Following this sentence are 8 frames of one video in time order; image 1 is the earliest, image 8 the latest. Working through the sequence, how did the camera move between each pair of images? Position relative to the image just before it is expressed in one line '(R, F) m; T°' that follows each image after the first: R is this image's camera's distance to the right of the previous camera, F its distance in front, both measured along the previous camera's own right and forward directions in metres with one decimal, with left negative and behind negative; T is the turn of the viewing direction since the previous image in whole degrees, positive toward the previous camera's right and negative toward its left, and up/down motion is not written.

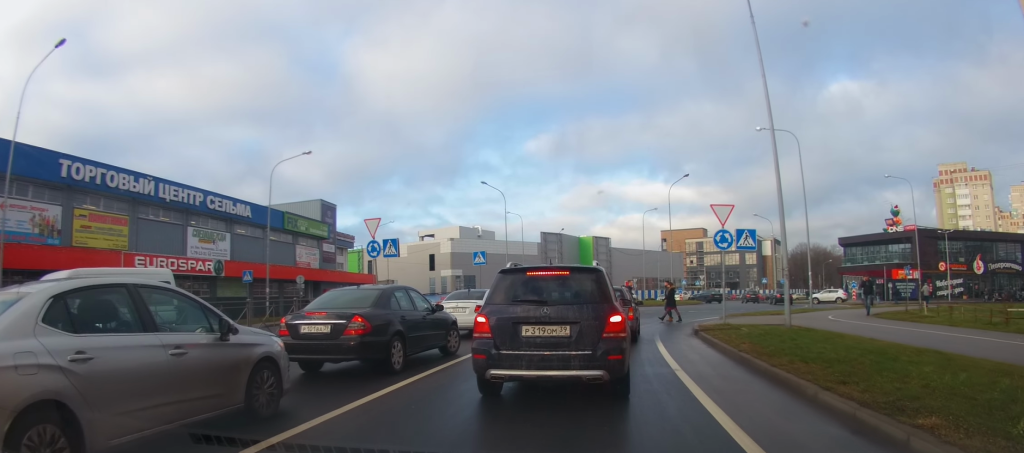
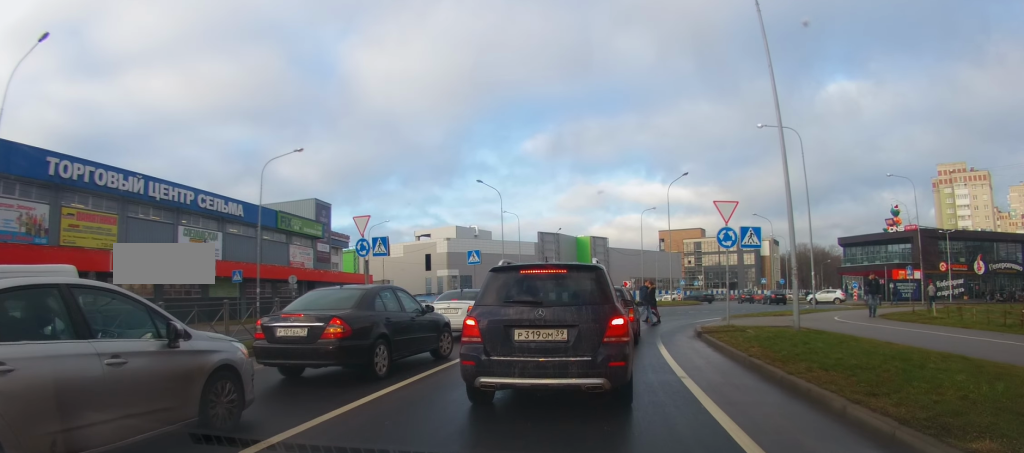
(+0.1, +1.0) m; 0°
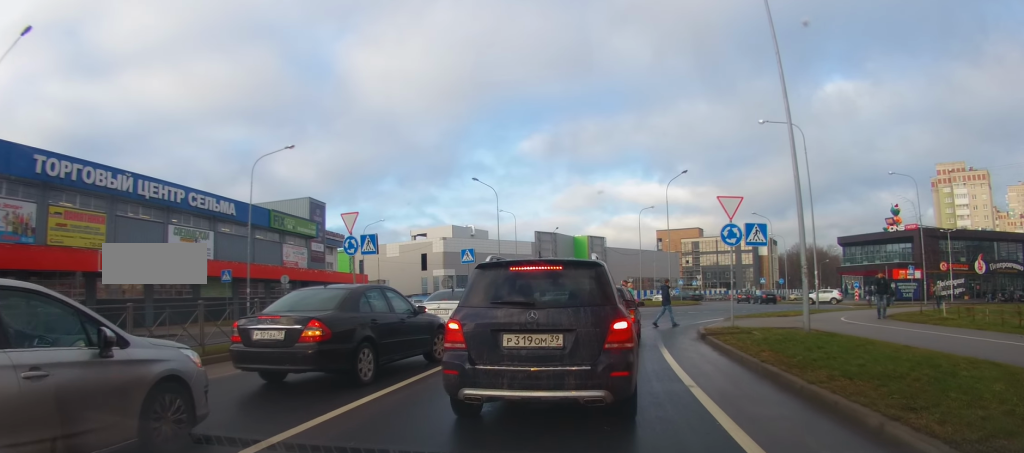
(0.0, +1.2) m; 0°
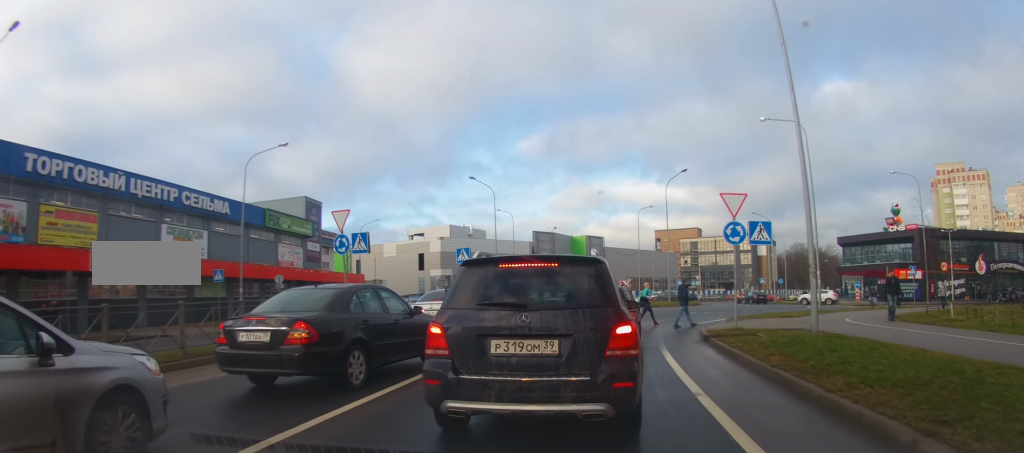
(-0.1, +0.8) m; -1°
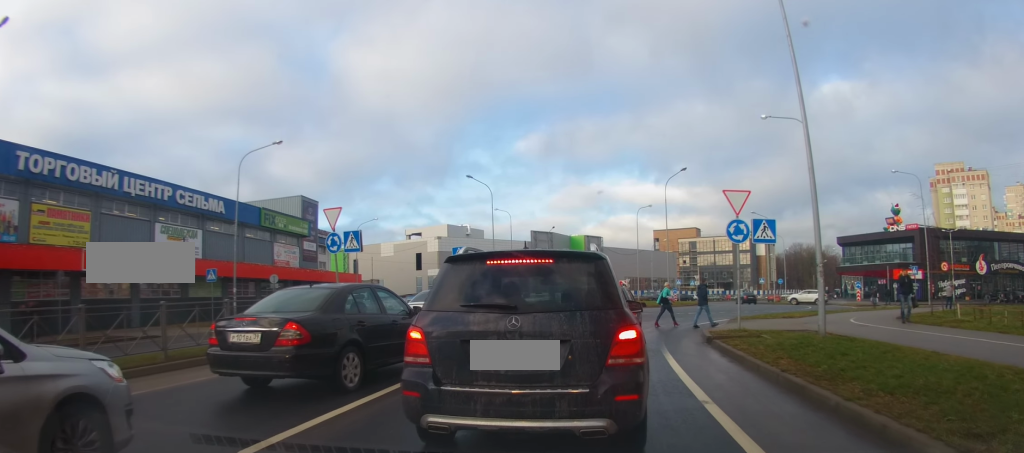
(0.0, +0.8) m; 0°
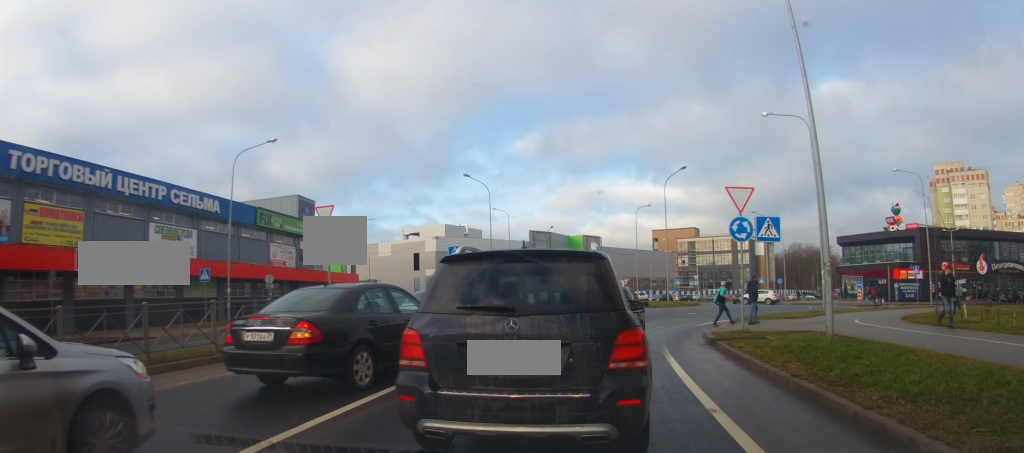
(+0.1, +1.3) m; 0°
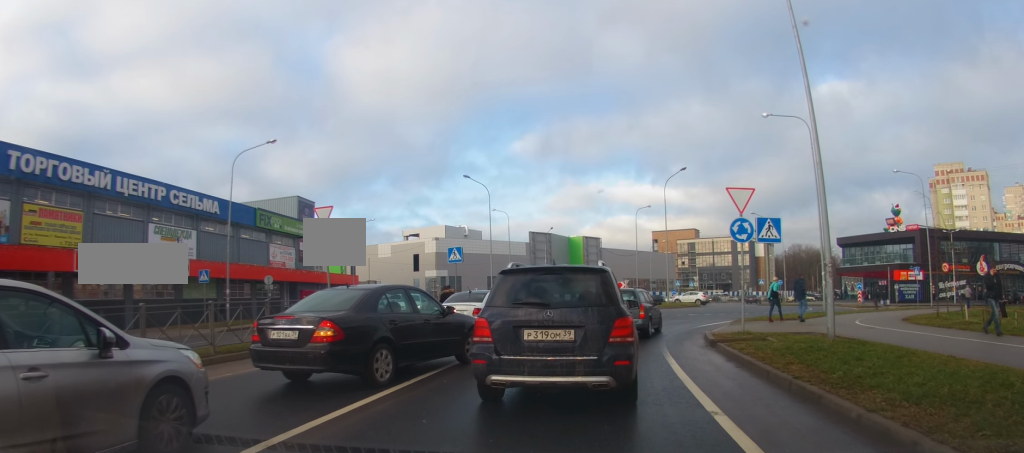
(+0.3, +0.9) m; 0°
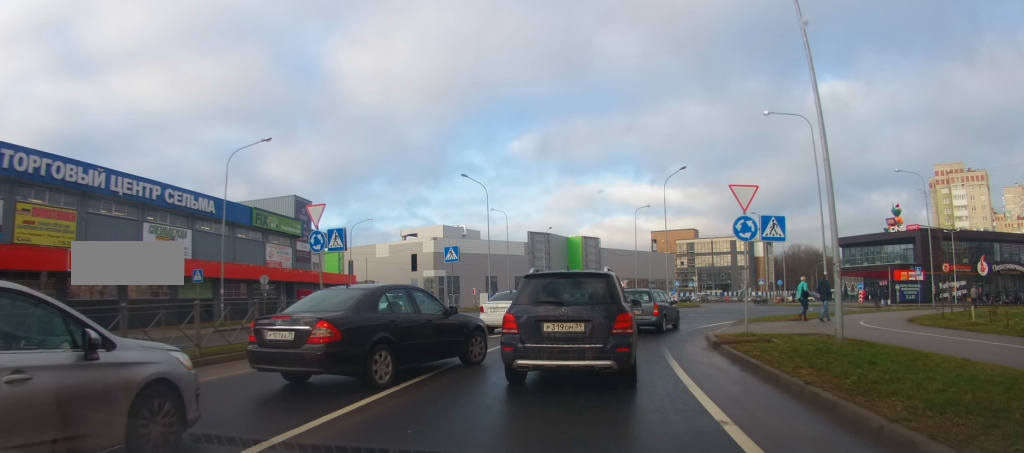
(0.0, +0.7) m; 0°
